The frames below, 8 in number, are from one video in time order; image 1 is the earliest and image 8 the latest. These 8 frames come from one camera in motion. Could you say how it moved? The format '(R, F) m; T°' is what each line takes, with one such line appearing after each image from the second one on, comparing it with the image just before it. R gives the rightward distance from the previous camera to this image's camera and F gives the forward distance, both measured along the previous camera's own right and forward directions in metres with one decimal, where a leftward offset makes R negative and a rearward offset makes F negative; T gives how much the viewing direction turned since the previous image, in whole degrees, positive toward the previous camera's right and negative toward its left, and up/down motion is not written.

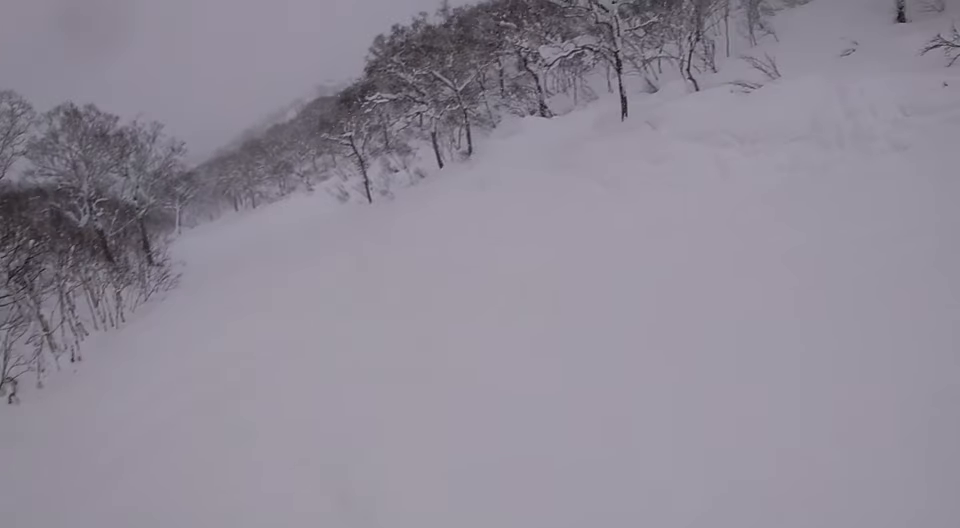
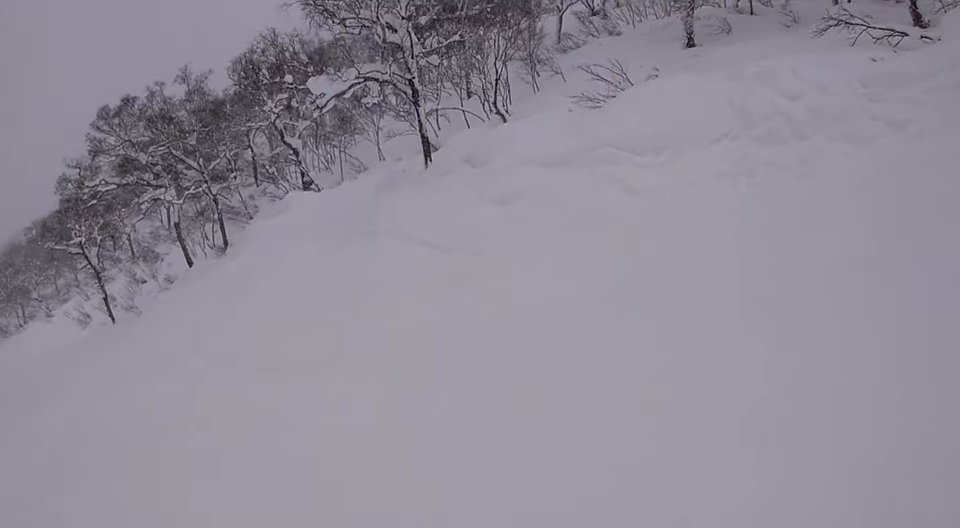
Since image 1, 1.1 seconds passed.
(-0.3, +7.1) m; -26°
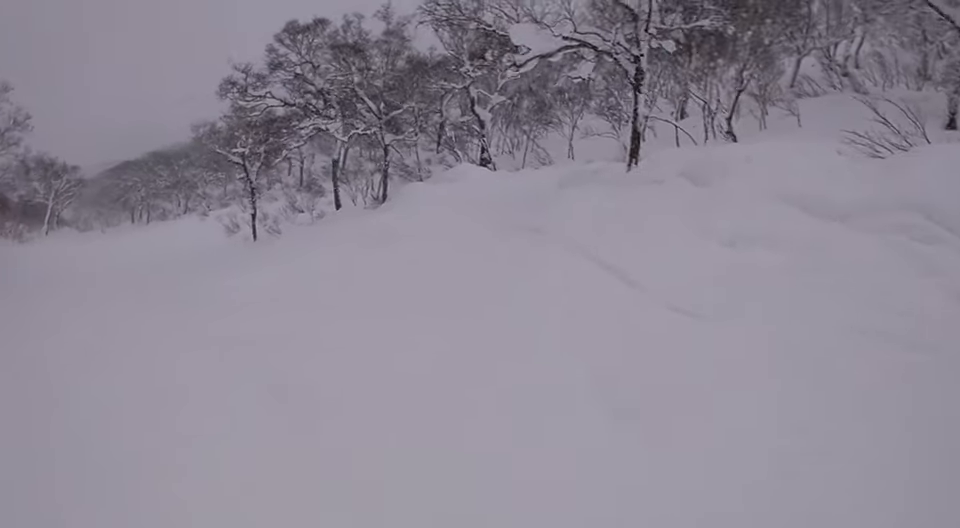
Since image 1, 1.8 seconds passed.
(-0.6, +3.6) m; -19°
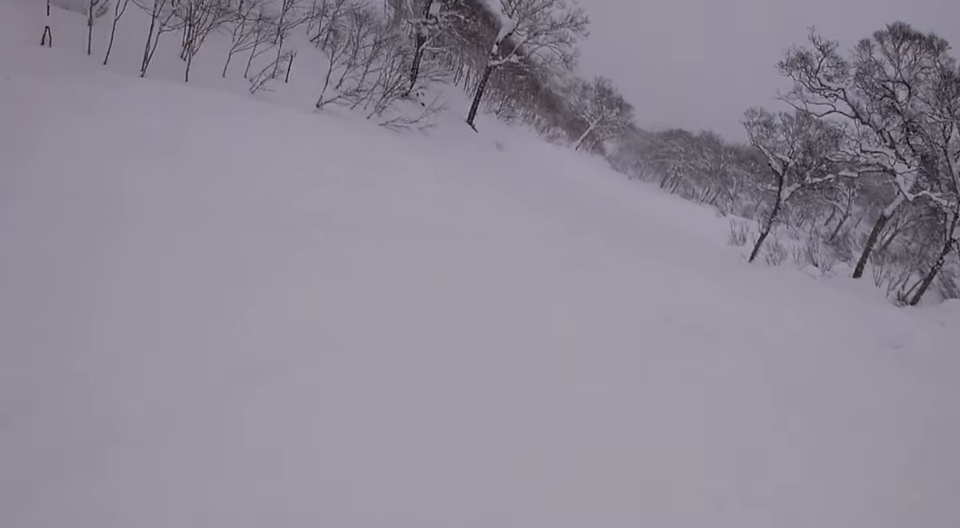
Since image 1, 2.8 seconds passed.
(-1.9, +6.6) m; -7°
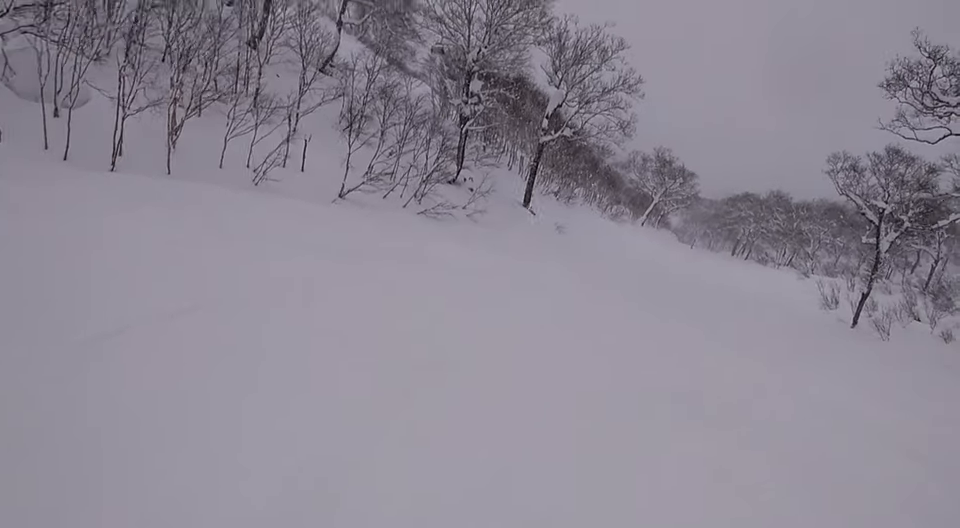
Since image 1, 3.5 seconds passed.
(+0.7, +4.6) m; +8°
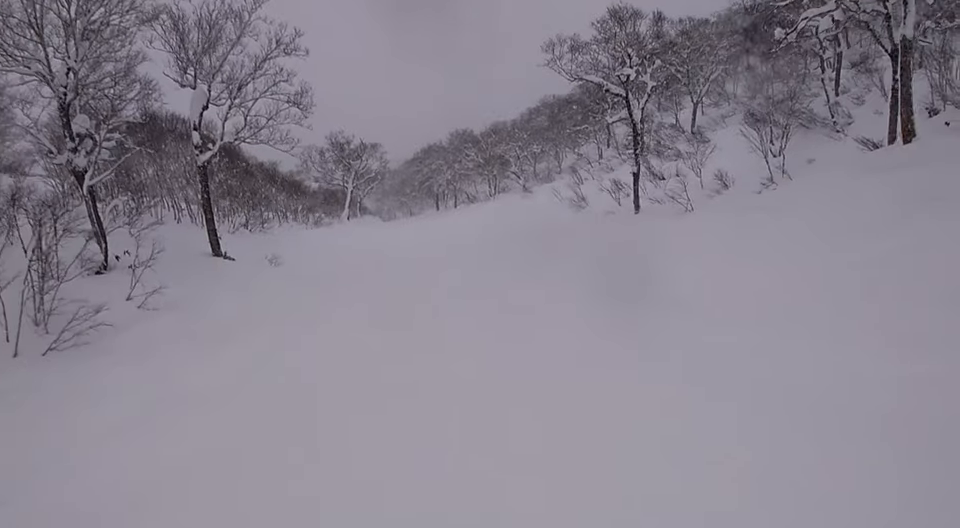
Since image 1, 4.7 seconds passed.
(+0.9, +8.2) m; +19°
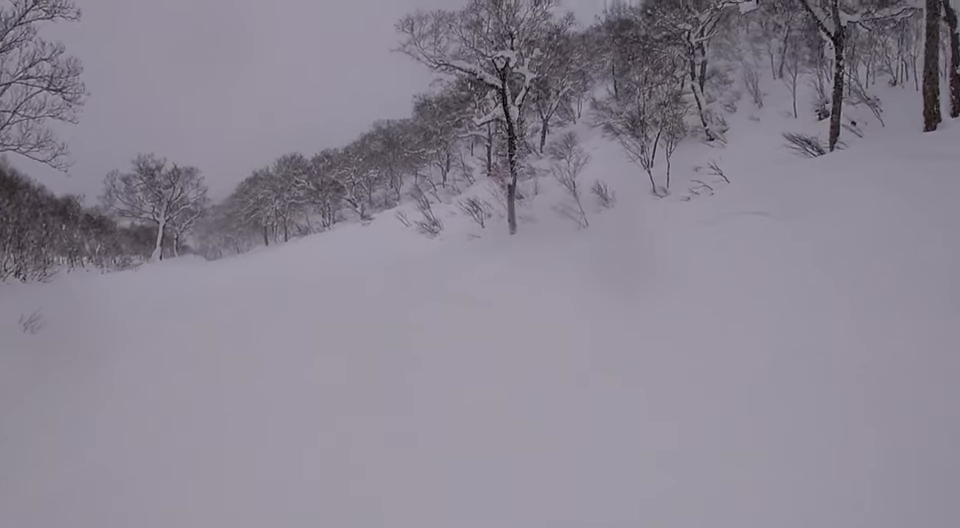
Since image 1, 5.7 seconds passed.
(+1.3, +6.0) m; +4°
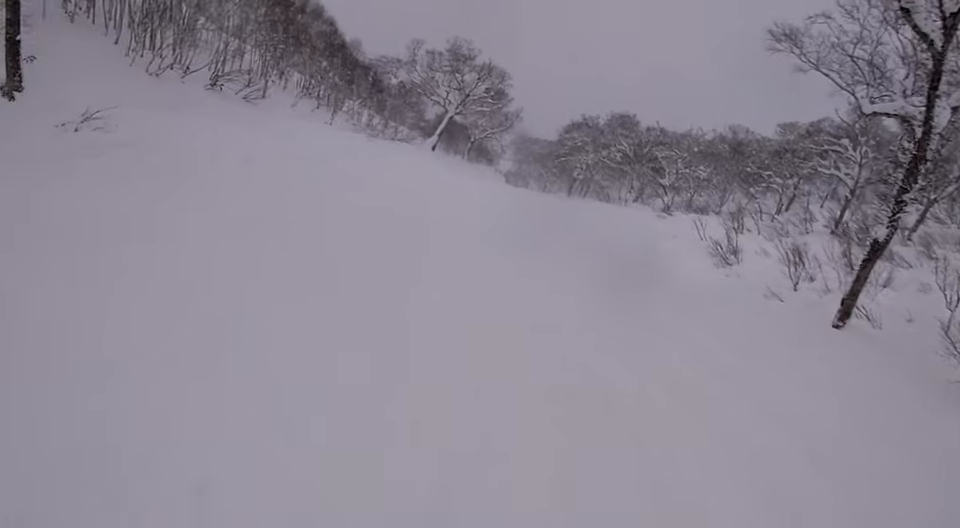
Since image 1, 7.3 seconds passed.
(-3.6, +7.7) m; -51°
